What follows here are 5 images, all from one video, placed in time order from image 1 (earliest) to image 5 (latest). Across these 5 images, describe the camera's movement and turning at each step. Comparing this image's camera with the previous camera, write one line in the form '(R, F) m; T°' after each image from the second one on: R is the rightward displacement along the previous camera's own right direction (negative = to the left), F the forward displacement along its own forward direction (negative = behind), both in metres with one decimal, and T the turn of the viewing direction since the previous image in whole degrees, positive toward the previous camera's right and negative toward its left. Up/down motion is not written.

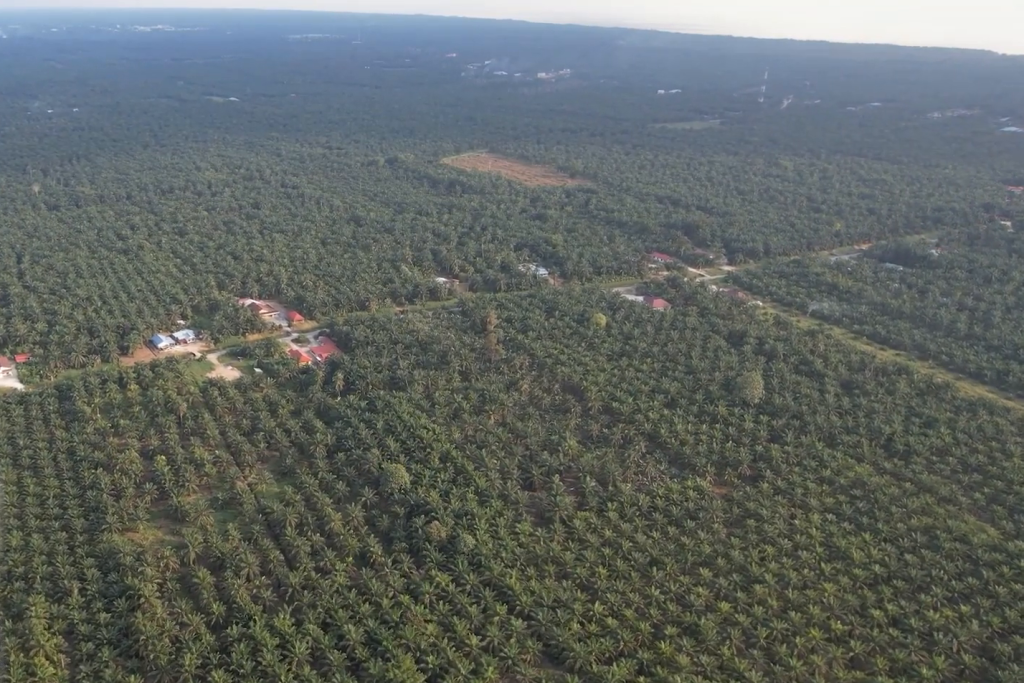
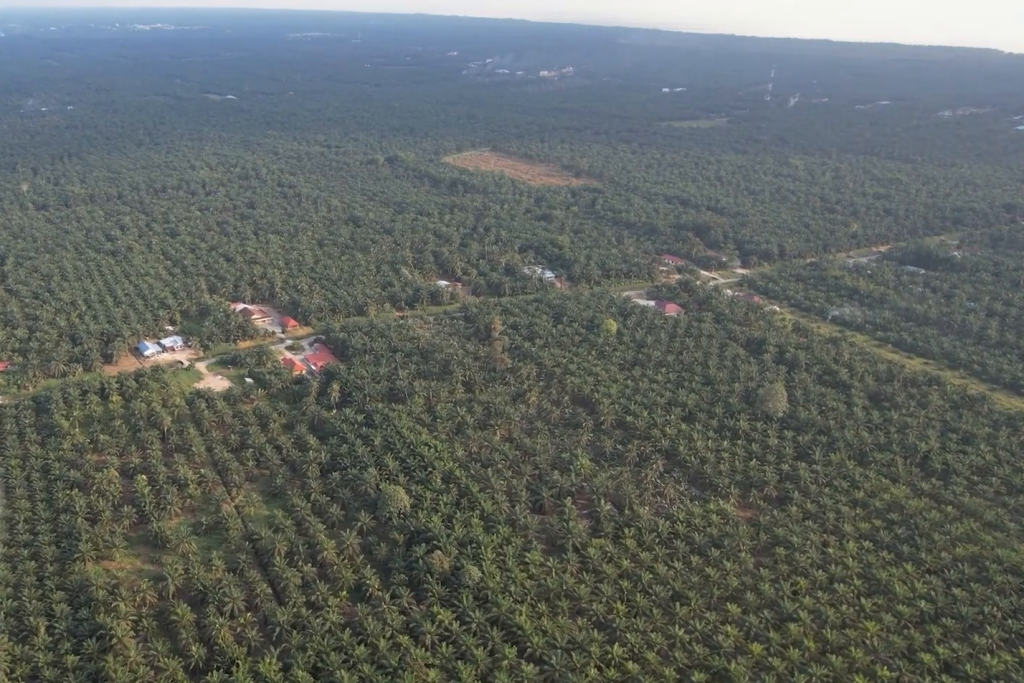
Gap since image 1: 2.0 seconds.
(0.0, +27.8) m; 0°
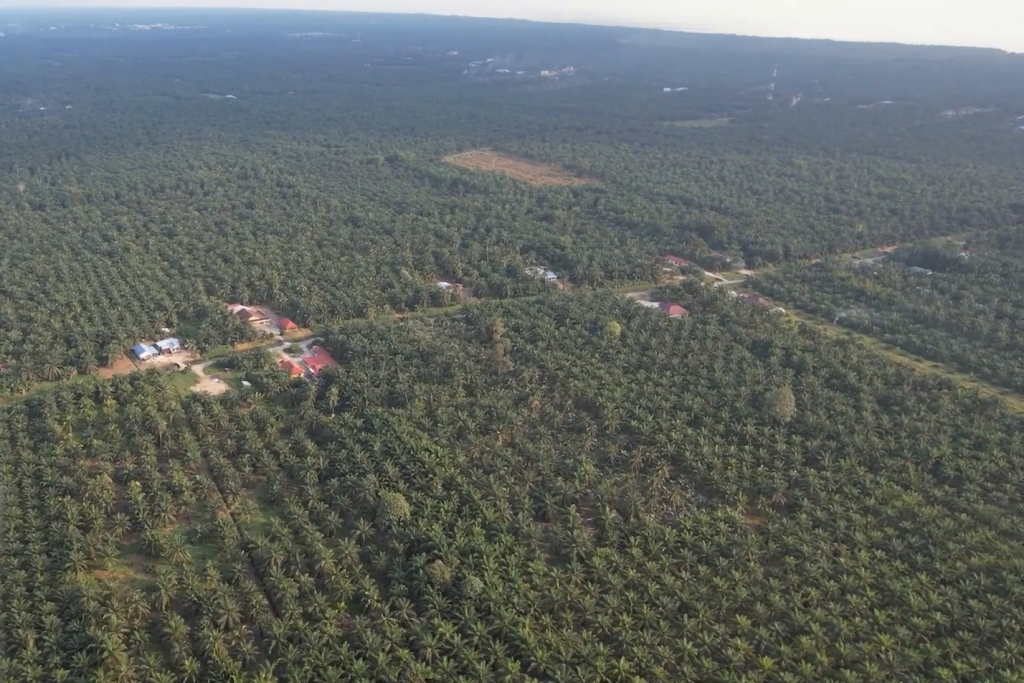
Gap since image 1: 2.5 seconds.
(0.0, +7.7) m; 0°
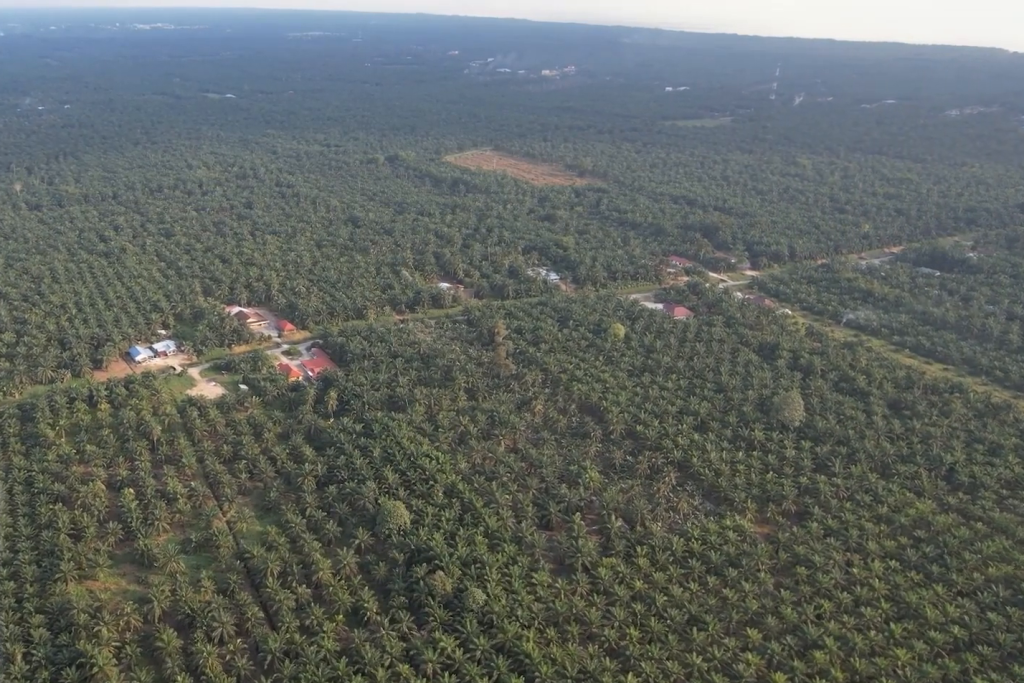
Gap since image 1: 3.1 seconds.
(0.0, +8.9) m; 0°
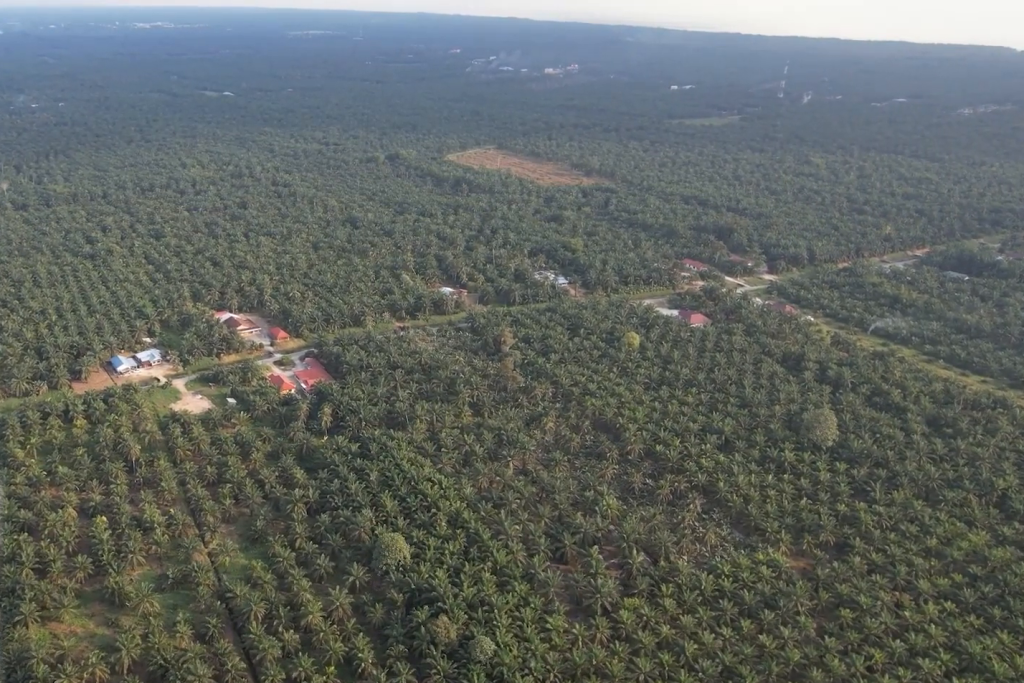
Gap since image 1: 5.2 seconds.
(0.0, +29.6) m; 0°
